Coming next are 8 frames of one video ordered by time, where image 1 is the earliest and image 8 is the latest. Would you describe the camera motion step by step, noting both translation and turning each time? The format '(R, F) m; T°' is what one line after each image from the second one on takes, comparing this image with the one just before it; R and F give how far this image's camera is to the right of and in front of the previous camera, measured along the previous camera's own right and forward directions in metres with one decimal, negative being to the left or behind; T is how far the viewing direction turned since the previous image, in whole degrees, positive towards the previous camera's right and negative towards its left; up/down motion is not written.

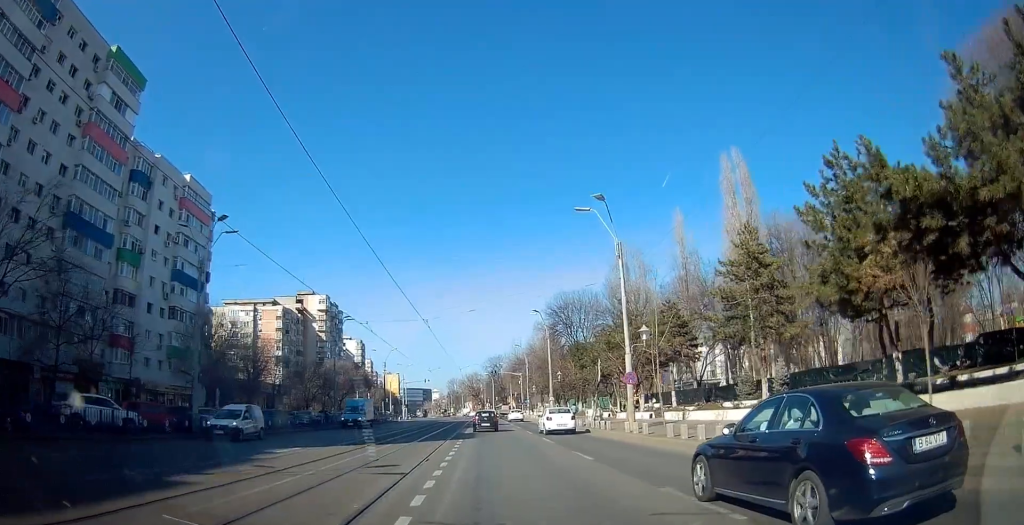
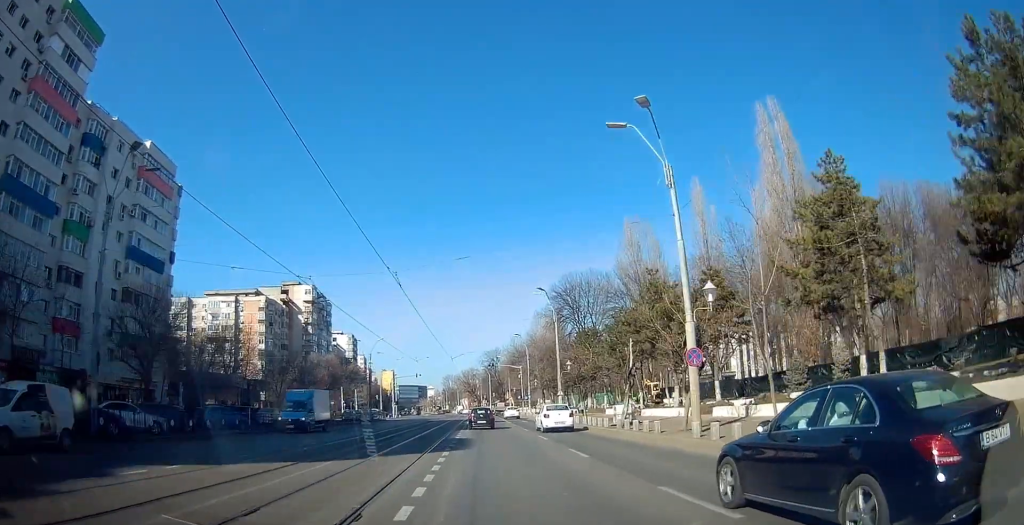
(0.0, +8.7) m; 0°
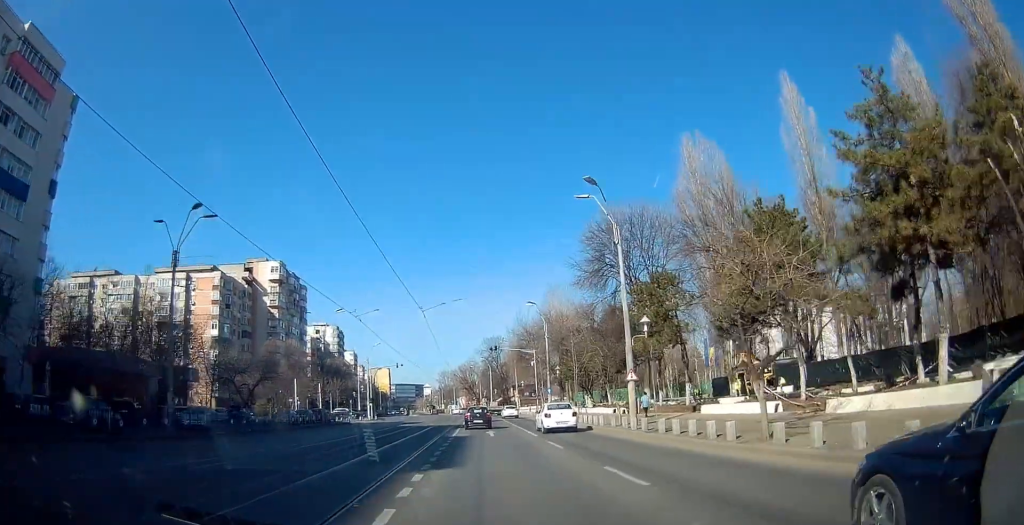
(+0.7, +23.6) m; -2°
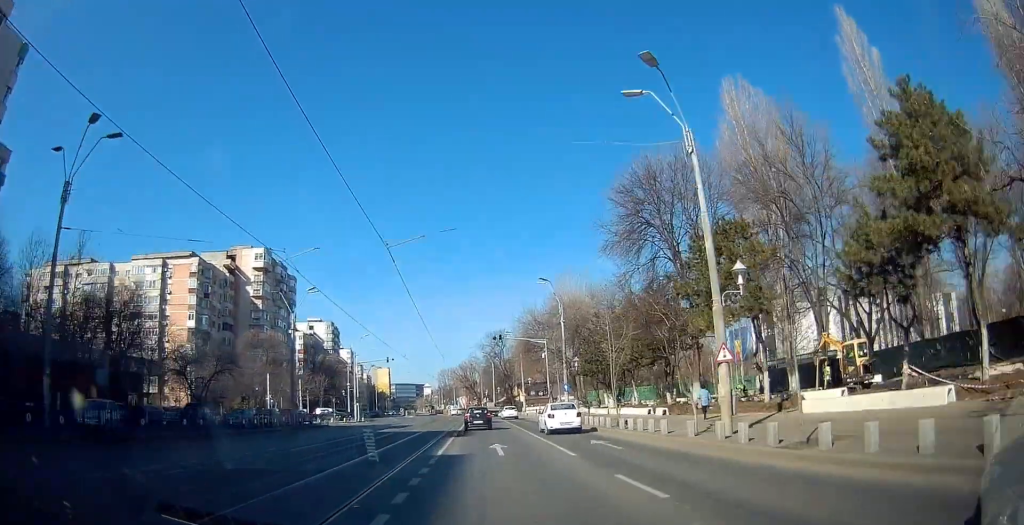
(-0.9, +9.9) m; +1°
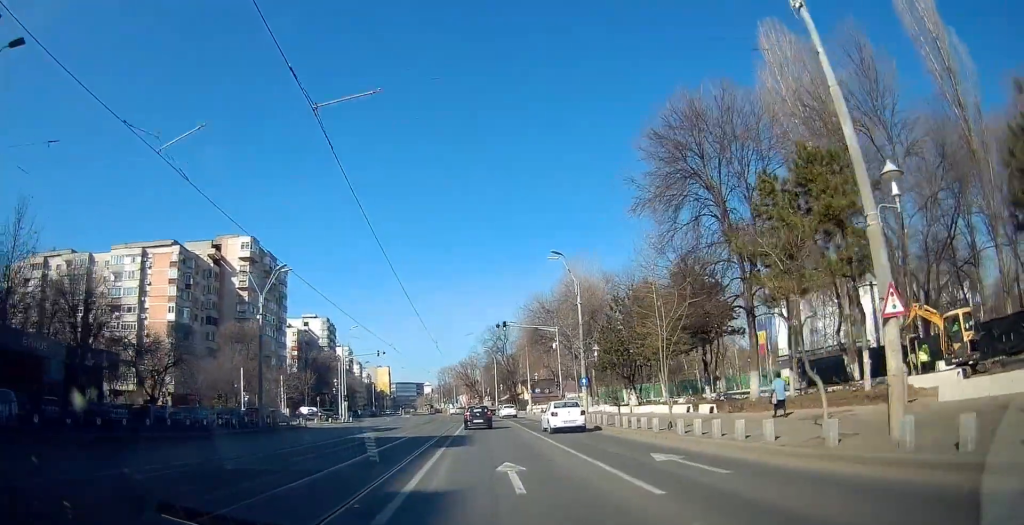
(+0.4, +7.6) m; +2°
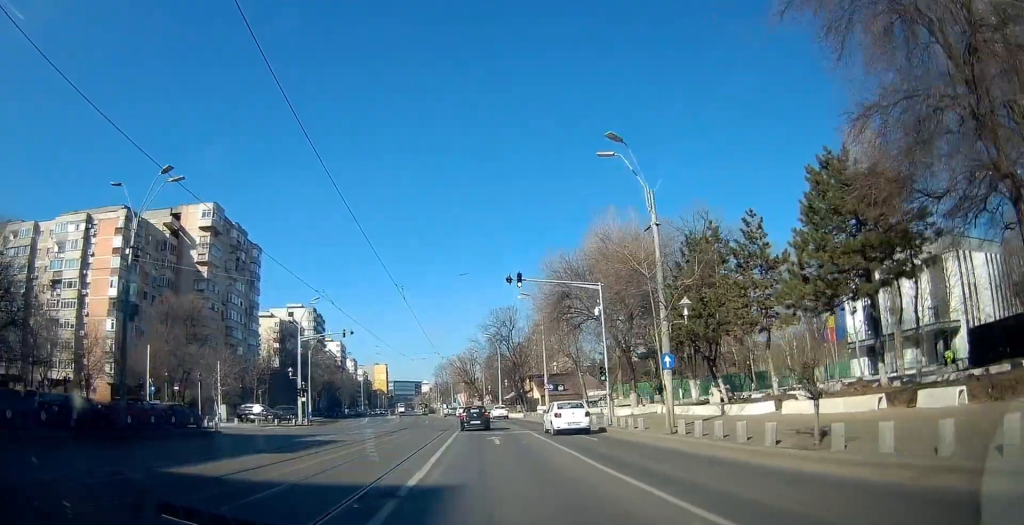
(+0.6, +17.6) m; +1°
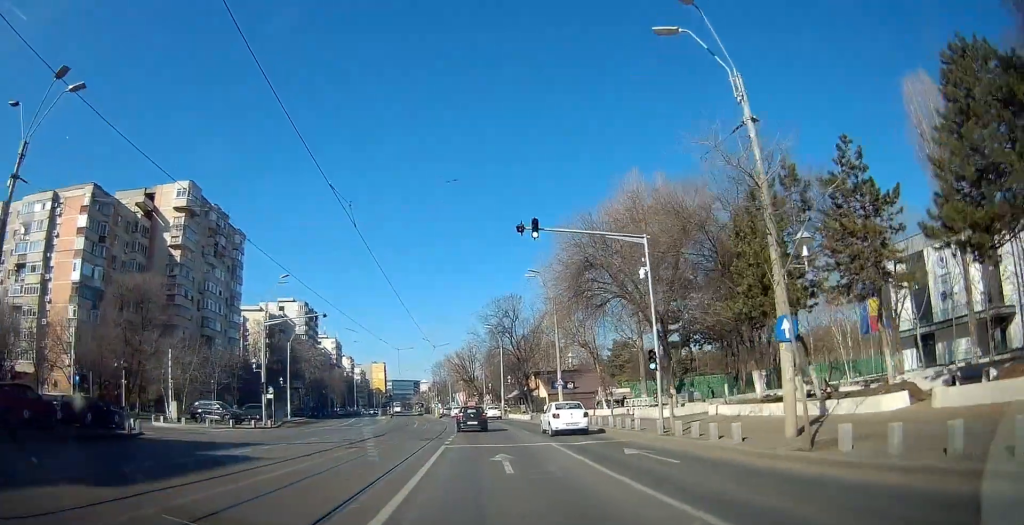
(-0.1, +9.2) m; 0°
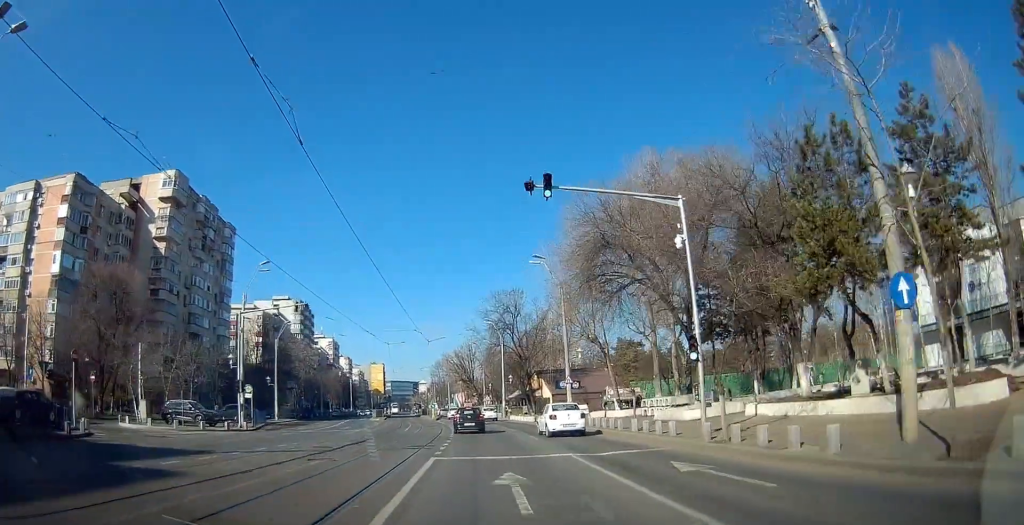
(0.0, +4.6) m; 0°
